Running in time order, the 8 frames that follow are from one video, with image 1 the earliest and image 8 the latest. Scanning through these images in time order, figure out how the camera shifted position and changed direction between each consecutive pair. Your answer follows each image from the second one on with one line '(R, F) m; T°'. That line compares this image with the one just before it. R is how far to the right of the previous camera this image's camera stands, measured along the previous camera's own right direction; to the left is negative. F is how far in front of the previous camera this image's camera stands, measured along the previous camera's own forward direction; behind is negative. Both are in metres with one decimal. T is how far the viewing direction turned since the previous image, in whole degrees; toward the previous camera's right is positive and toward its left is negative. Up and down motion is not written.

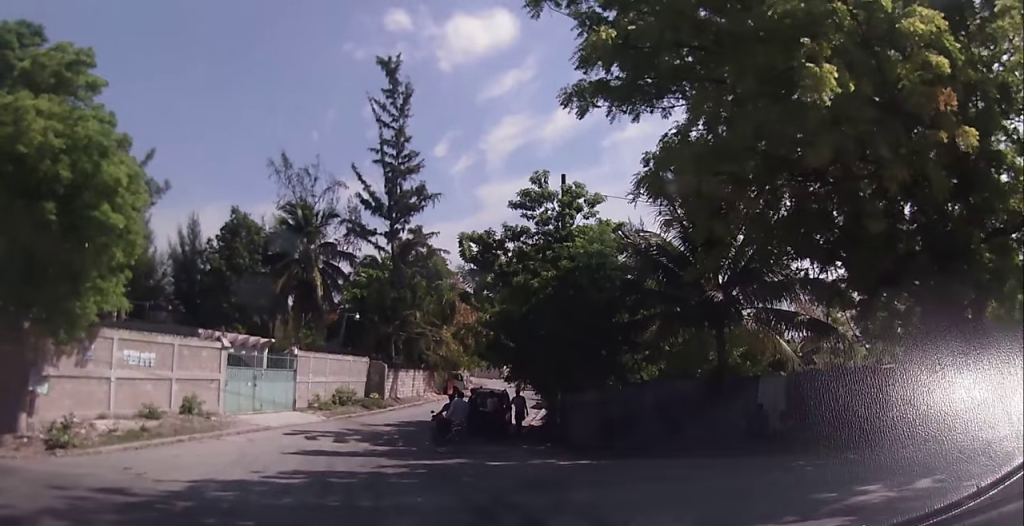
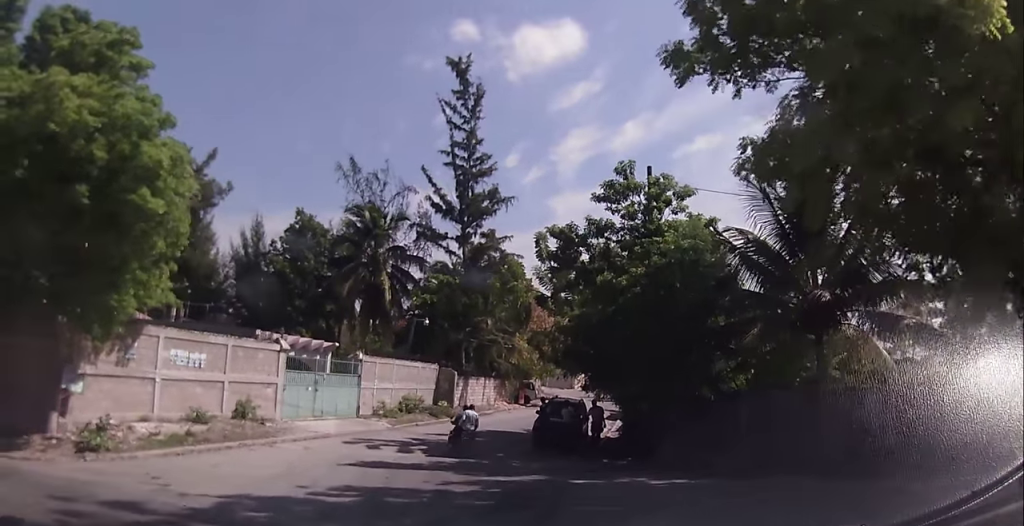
(-0.3, +1.0) m; -2°
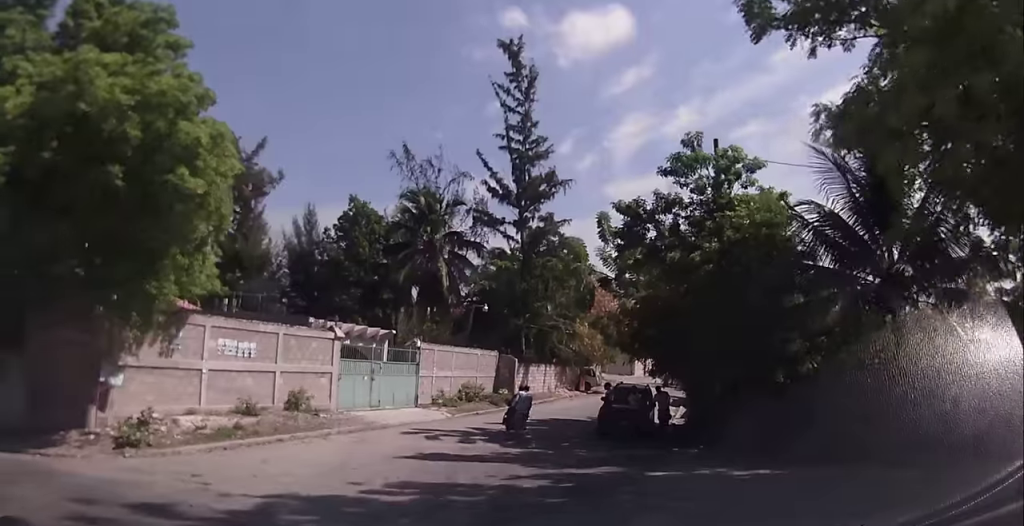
(+0.1, +0.4) m; -2°
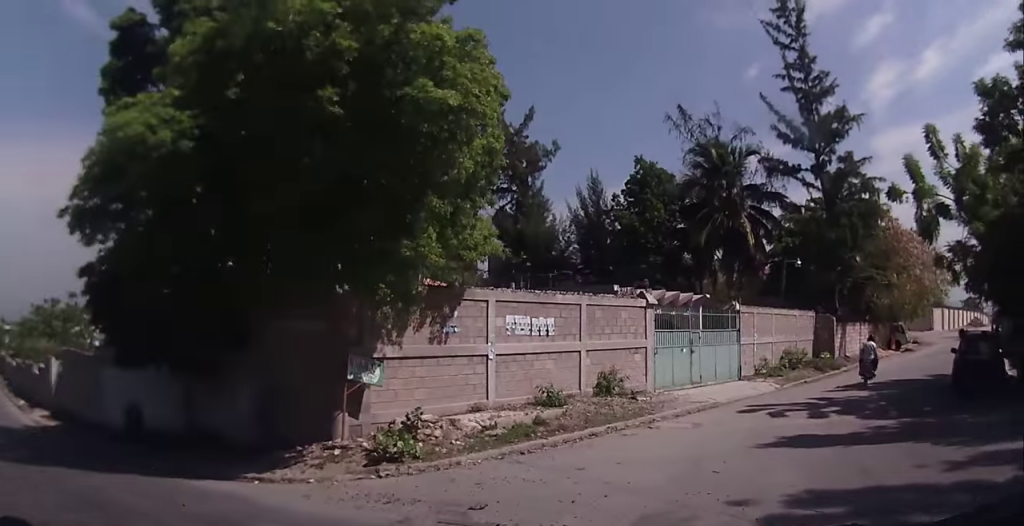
(-0.4, +2.9) m; -26°
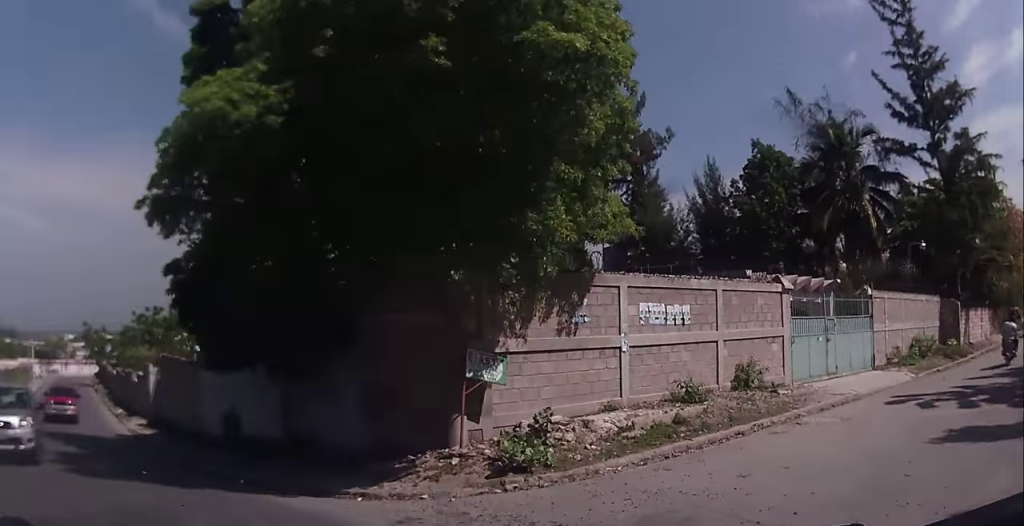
(-0.3, +1.6) m; -9°
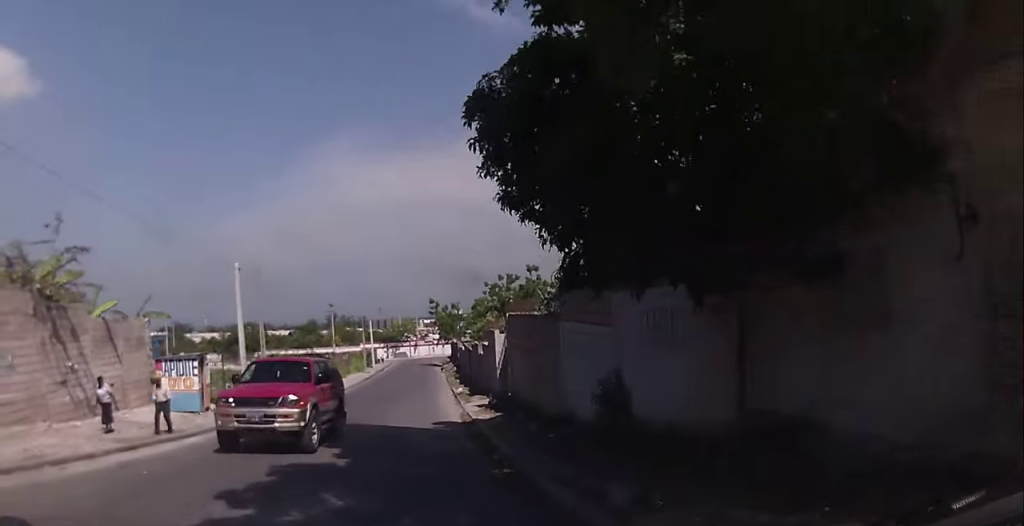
(-2.6, +7.5) m; -32°
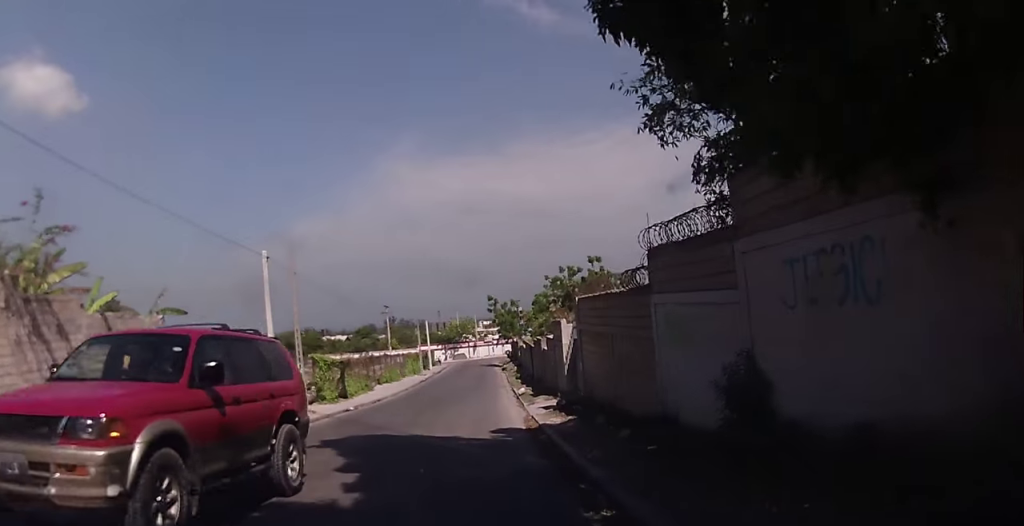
(-0.3, +3.5) m; -4°
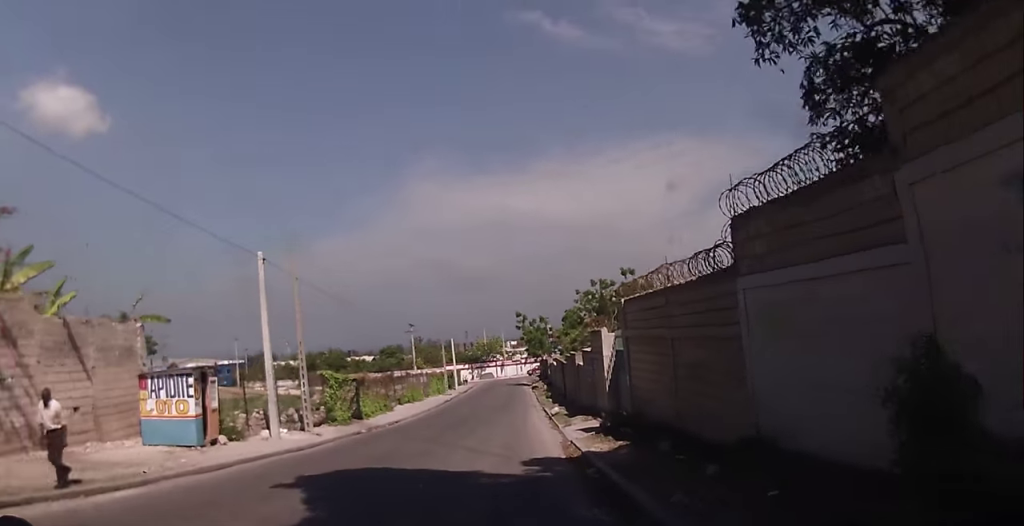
(-0.1, +3.4) m; -2°
